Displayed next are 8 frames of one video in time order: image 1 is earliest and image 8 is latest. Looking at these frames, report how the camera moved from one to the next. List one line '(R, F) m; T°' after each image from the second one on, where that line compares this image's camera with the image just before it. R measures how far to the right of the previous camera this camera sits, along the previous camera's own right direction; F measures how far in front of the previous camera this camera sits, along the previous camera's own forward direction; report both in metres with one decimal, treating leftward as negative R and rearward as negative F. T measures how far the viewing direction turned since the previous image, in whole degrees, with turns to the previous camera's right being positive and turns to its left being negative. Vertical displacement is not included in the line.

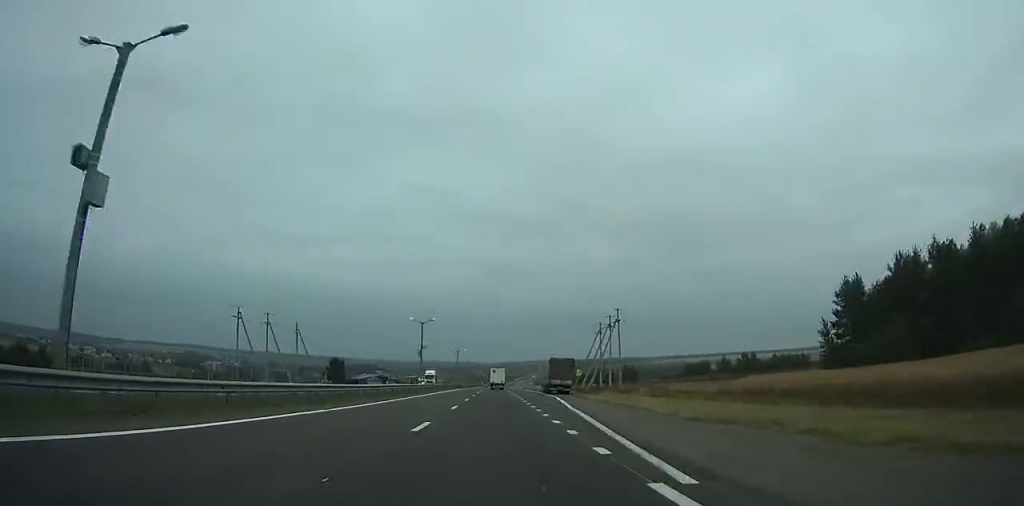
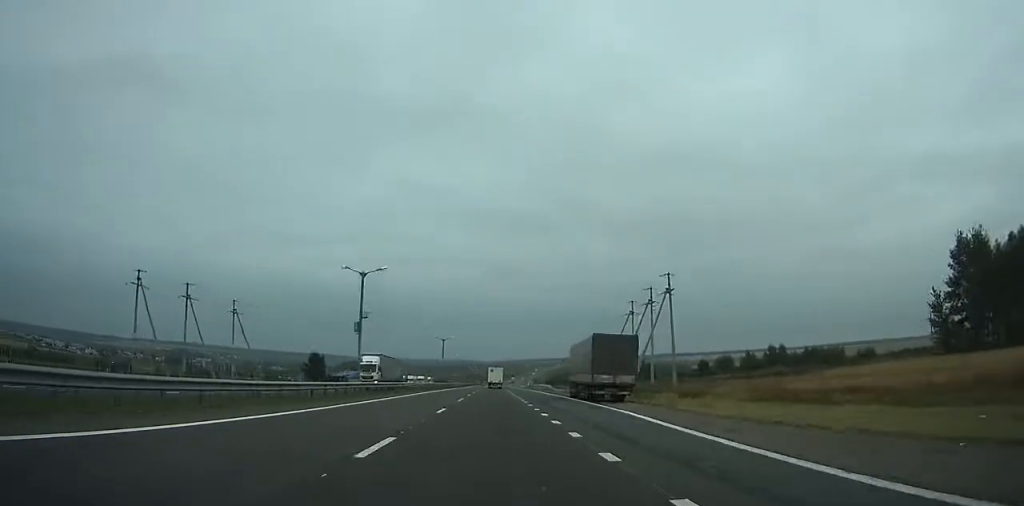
(0.0, +29.4) m; 0°
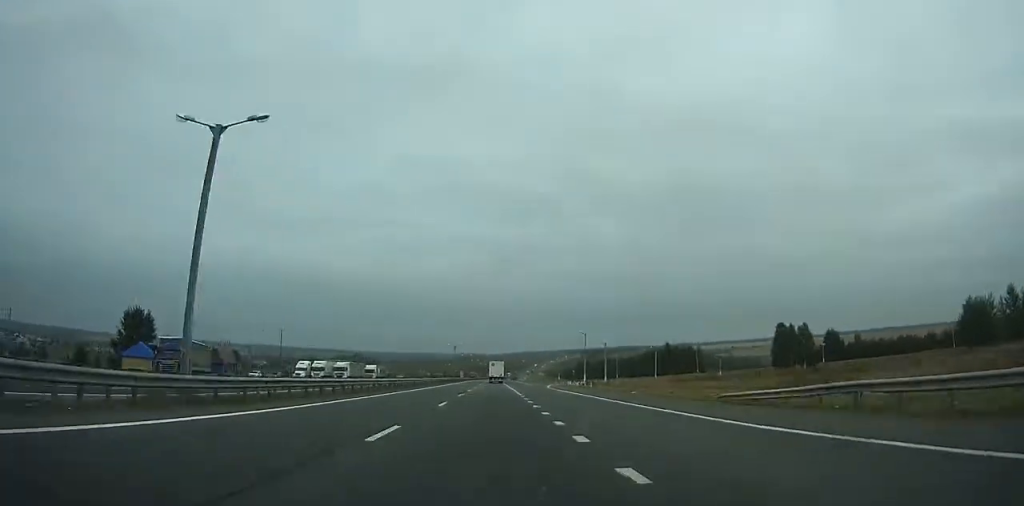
(-0.5, +133.4) m; -1°
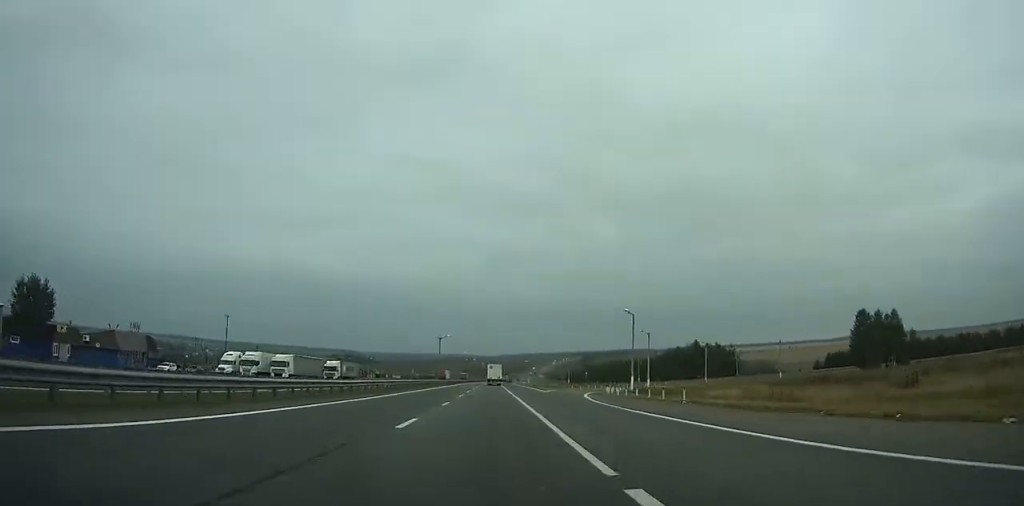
(-0.1, +32.6) m; 0°
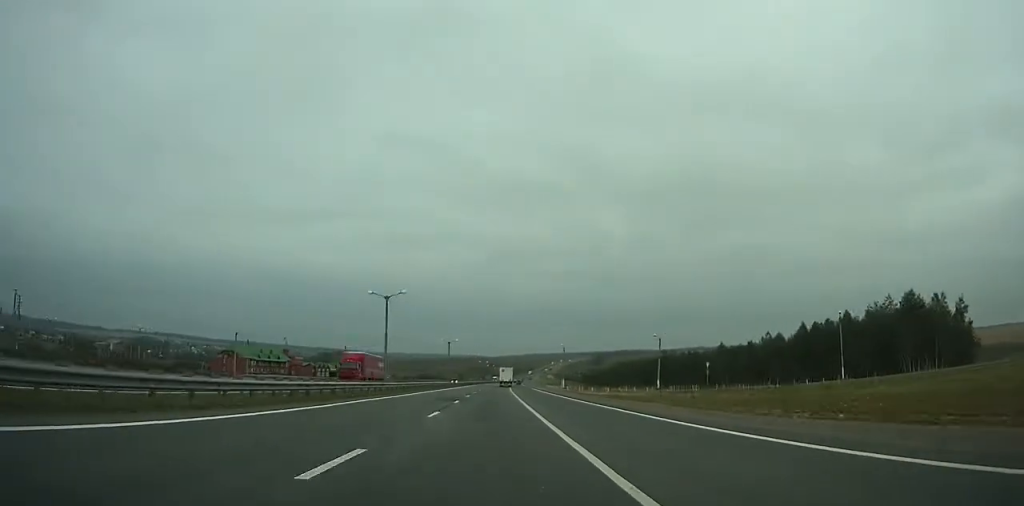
(-0.1, +103.6) m; 0°
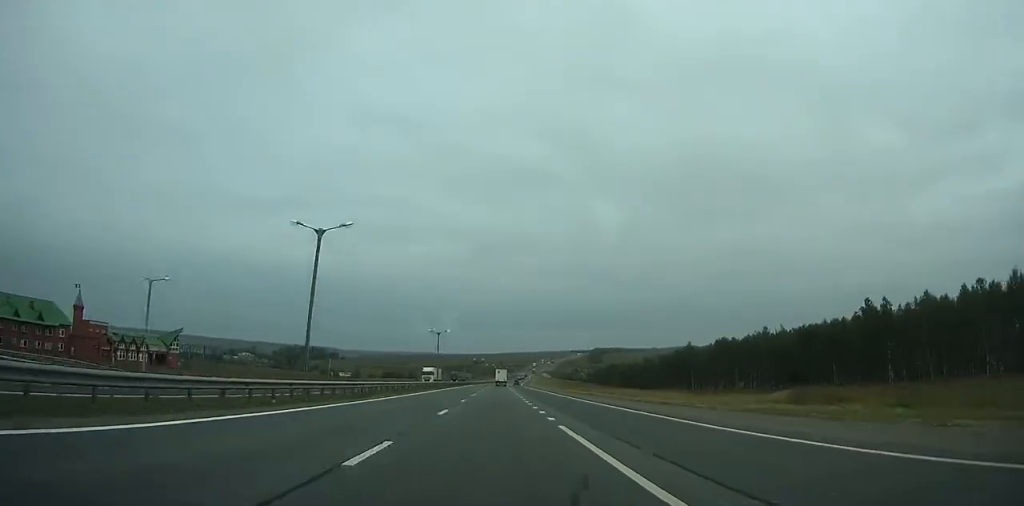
(+1.2, +131.3) m; +1°
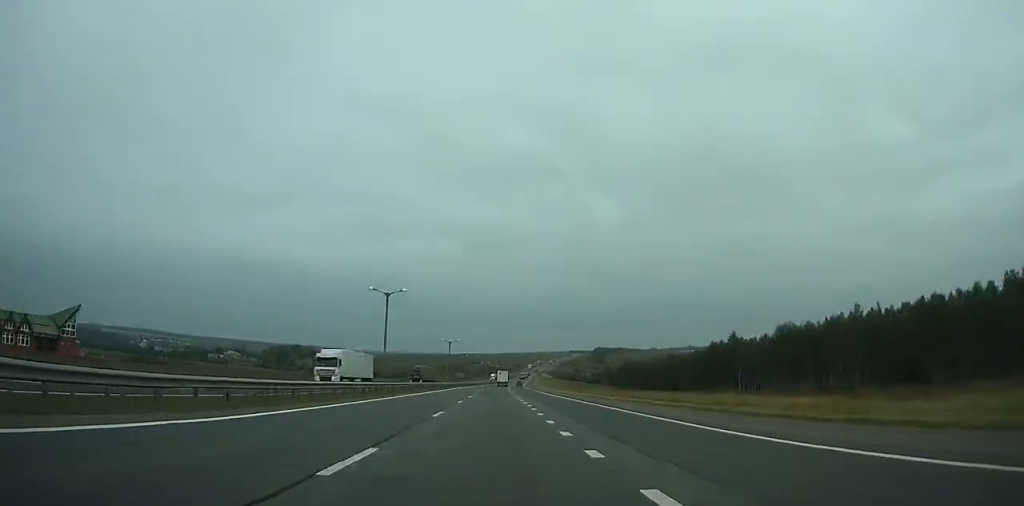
(+0.2, +37.1) m; 0°
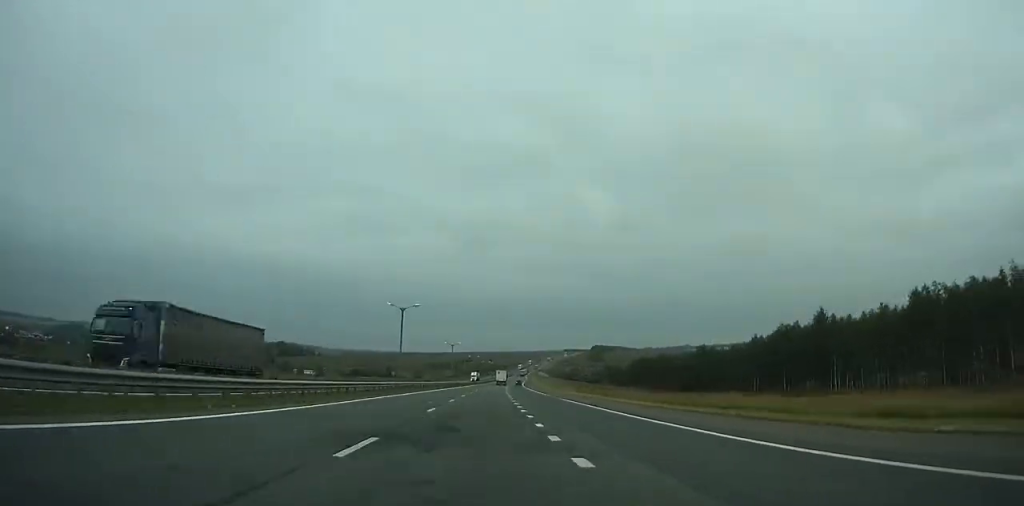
(+0.2, +44.0) m; 0°
